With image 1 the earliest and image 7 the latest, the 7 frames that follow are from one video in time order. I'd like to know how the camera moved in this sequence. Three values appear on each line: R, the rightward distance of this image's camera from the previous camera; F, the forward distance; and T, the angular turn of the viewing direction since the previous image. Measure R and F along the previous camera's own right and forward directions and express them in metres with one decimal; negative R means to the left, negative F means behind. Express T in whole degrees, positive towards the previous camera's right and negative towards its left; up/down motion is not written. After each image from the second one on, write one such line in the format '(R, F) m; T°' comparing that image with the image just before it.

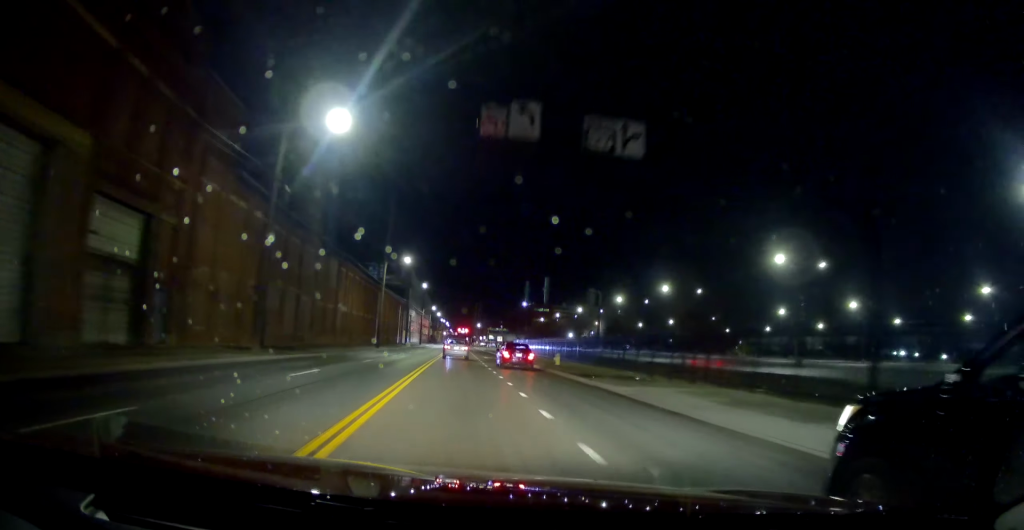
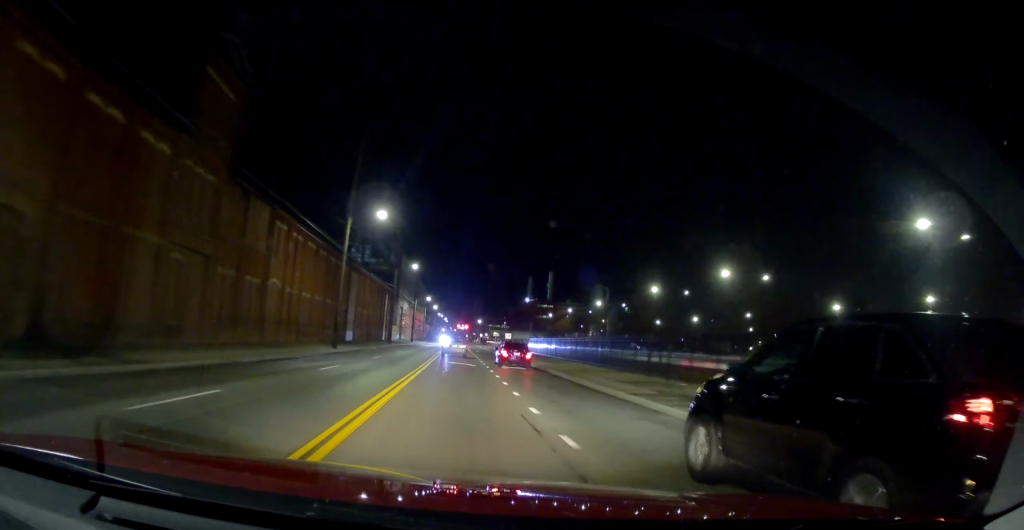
(+0.7, +21.8) m; +2°
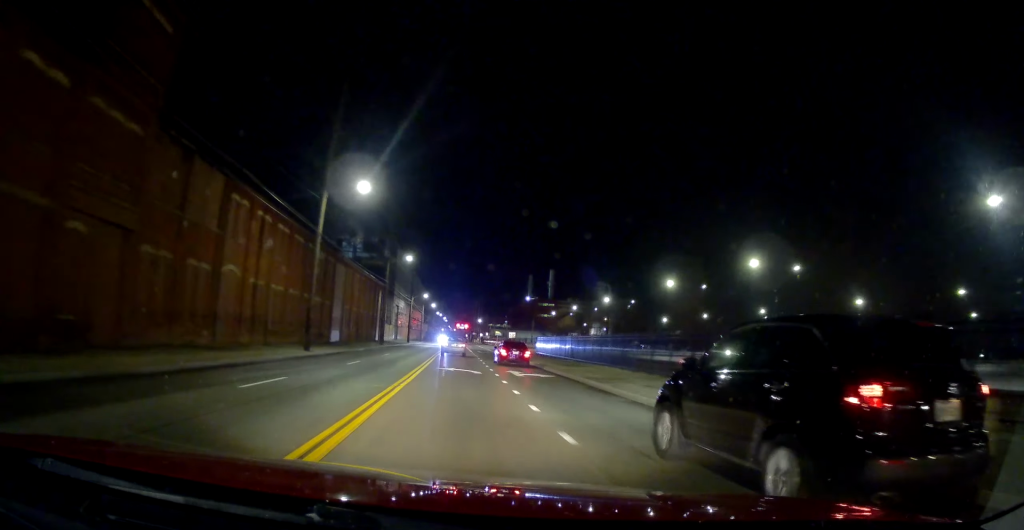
(+0.2, +7.8) m; 0°
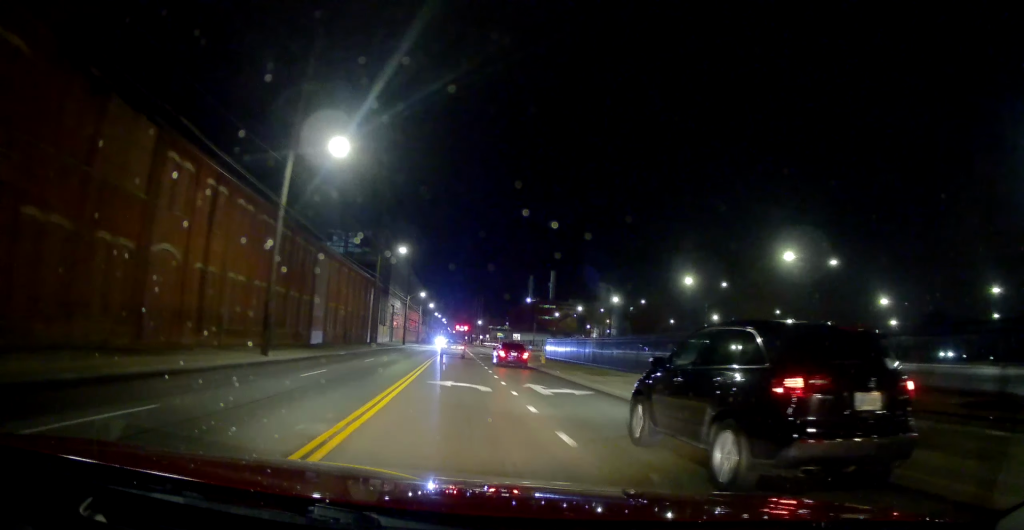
(-0.3, +7.5) m; 0°
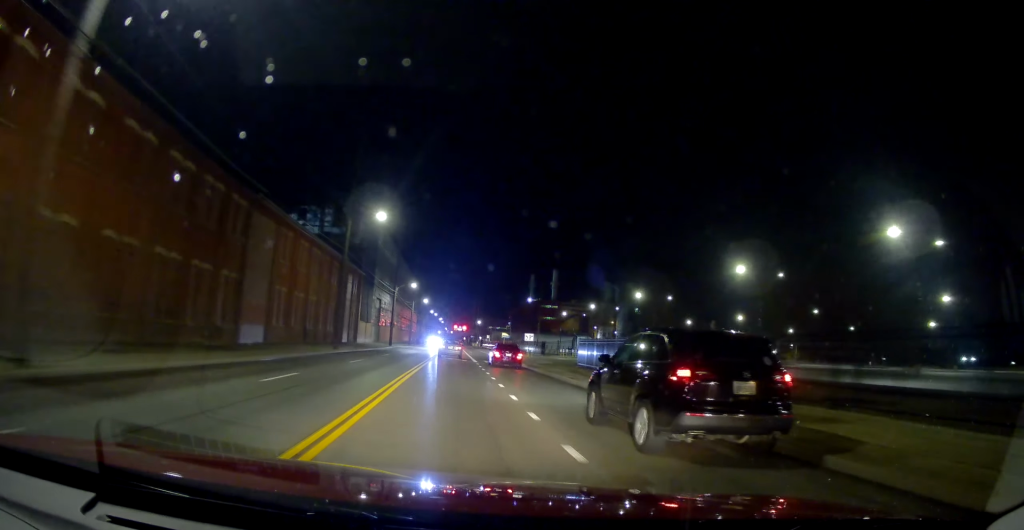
(-0.1, +16.9) m; -1°
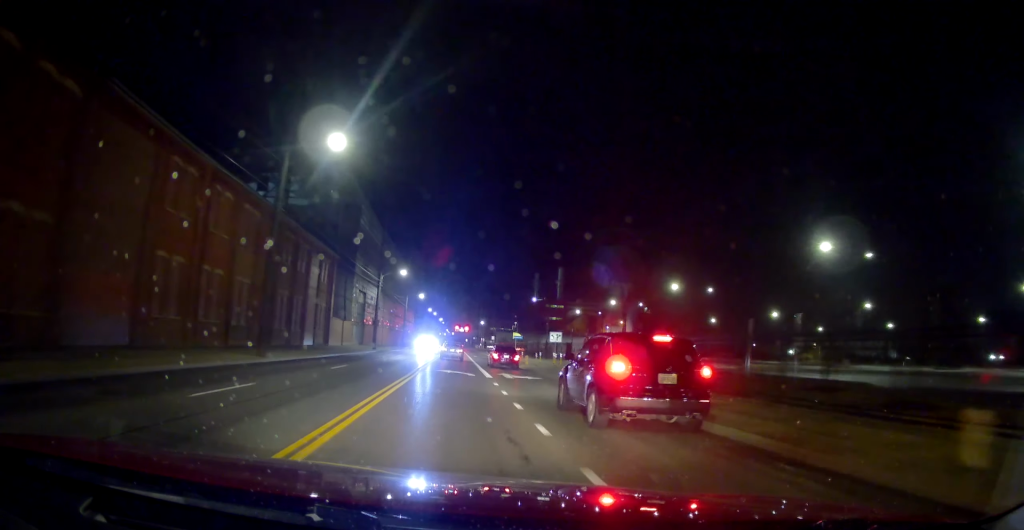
(-0.4, +17.0) m; -2°
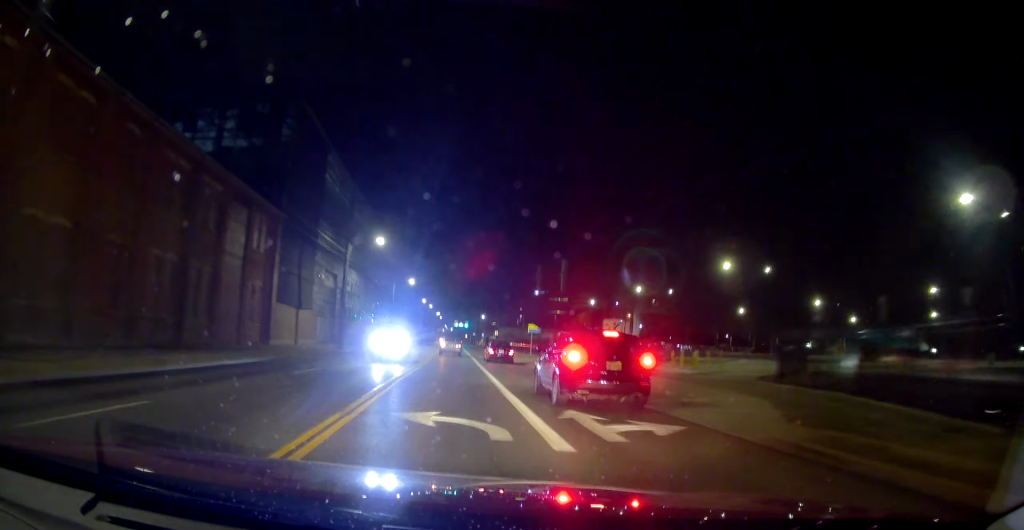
(0.0, +18.1) m; +3°
